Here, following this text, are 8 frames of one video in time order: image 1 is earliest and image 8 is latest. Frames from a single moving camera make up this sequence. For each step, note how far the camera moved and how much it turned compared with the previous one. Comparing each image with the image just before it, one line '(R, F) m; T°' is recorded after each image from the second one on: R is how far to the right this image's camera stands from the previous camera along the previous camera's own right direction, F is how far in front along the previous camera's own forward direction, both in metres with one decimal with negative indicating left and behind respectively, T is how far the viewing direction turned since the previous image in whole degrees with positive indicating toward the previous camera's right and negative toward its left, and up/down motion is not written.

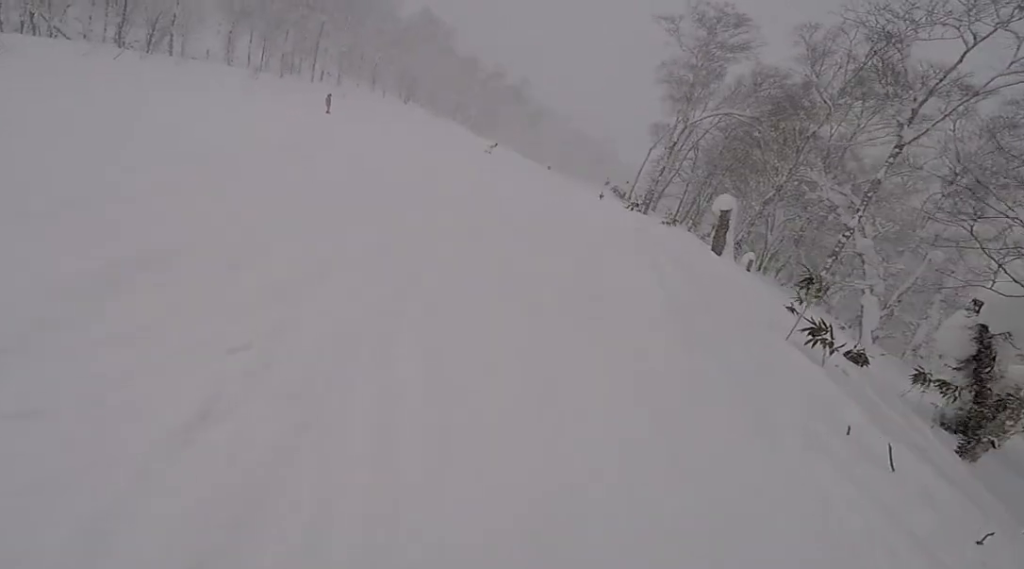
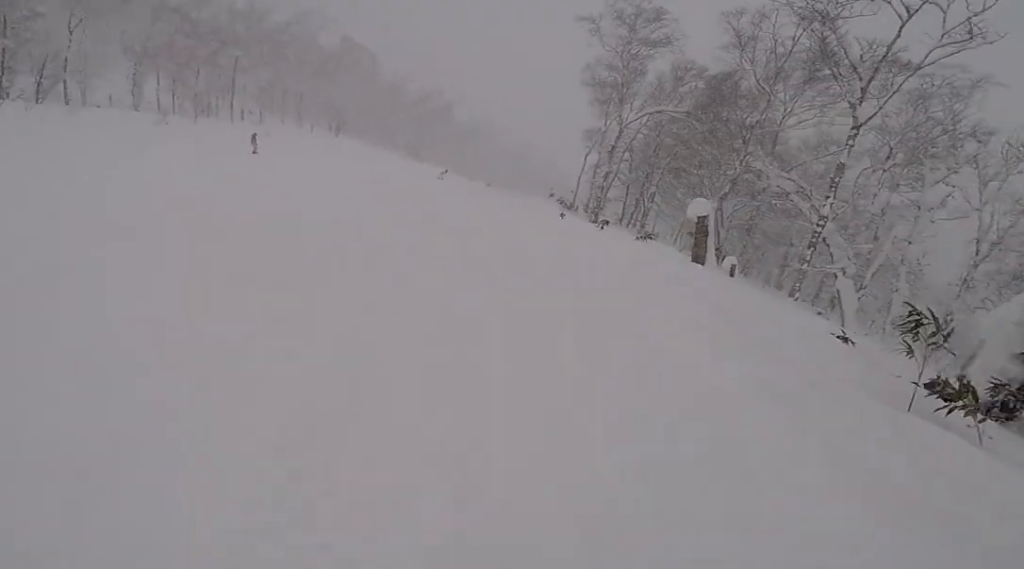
(+0.3, +2.8) m; +3°
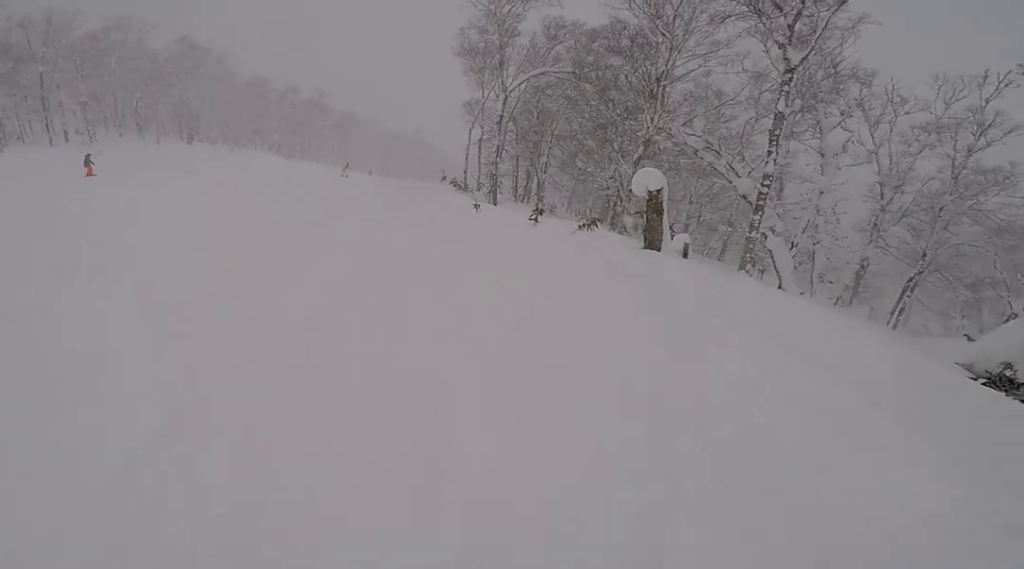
(+0.2, +4.1) m; +3°
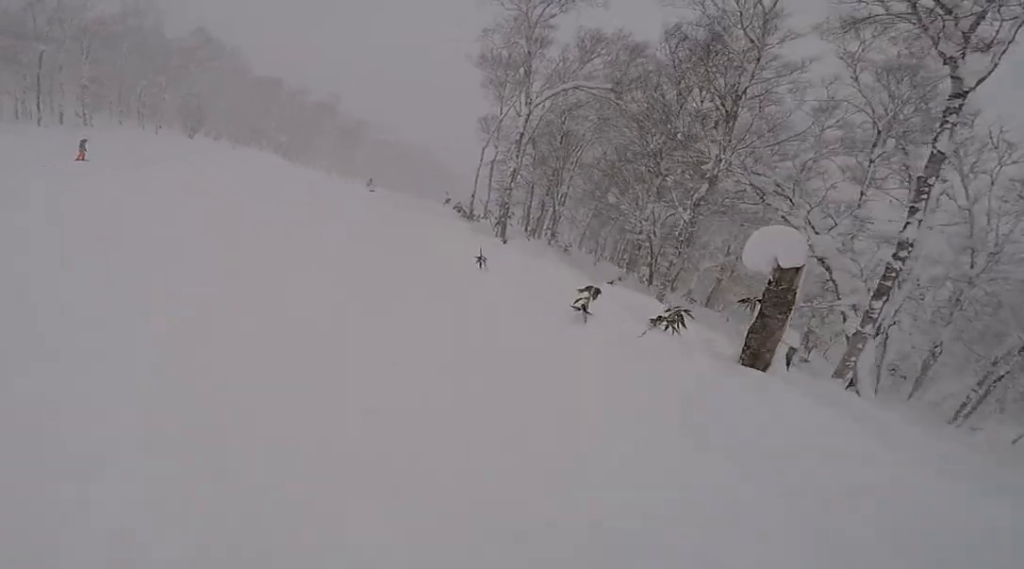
(0.0, +4.7) m; 0°
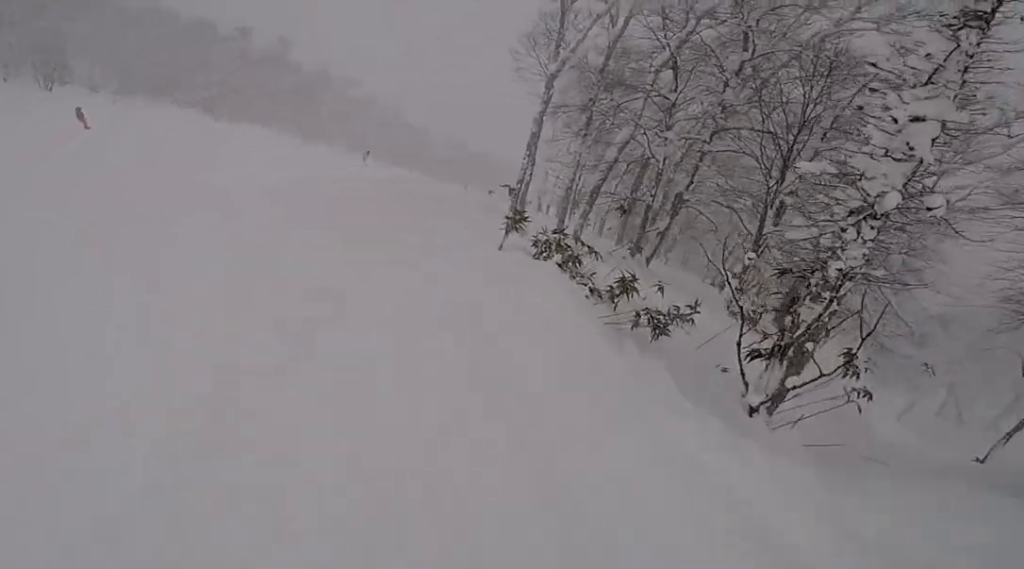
(+0.1, +21.3) m; +2°
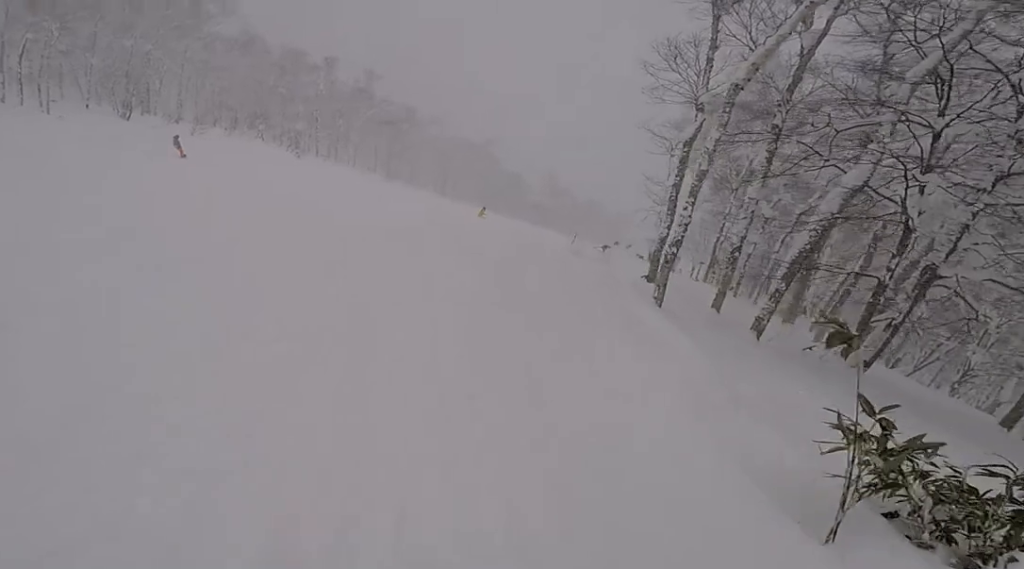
(-0.7, +5.8) m; -7°
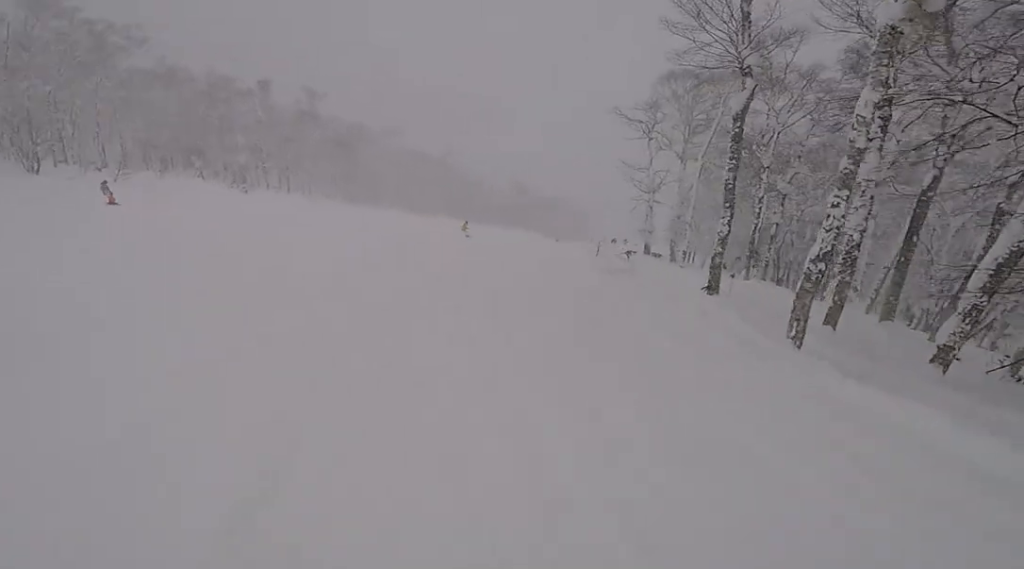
(-0.4, +4.9) m; +7°
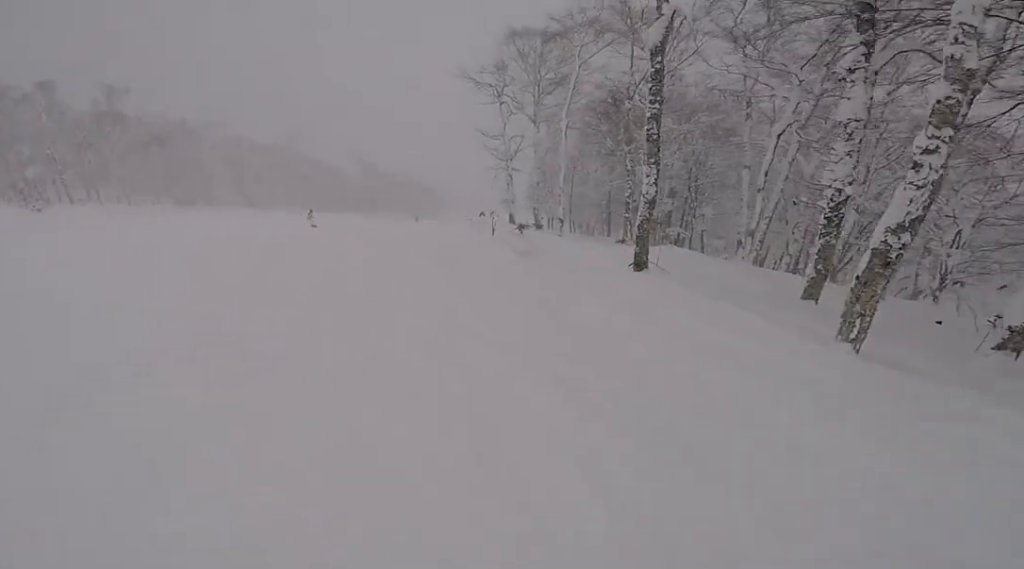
(+0.9, +3.9) m; +12°
